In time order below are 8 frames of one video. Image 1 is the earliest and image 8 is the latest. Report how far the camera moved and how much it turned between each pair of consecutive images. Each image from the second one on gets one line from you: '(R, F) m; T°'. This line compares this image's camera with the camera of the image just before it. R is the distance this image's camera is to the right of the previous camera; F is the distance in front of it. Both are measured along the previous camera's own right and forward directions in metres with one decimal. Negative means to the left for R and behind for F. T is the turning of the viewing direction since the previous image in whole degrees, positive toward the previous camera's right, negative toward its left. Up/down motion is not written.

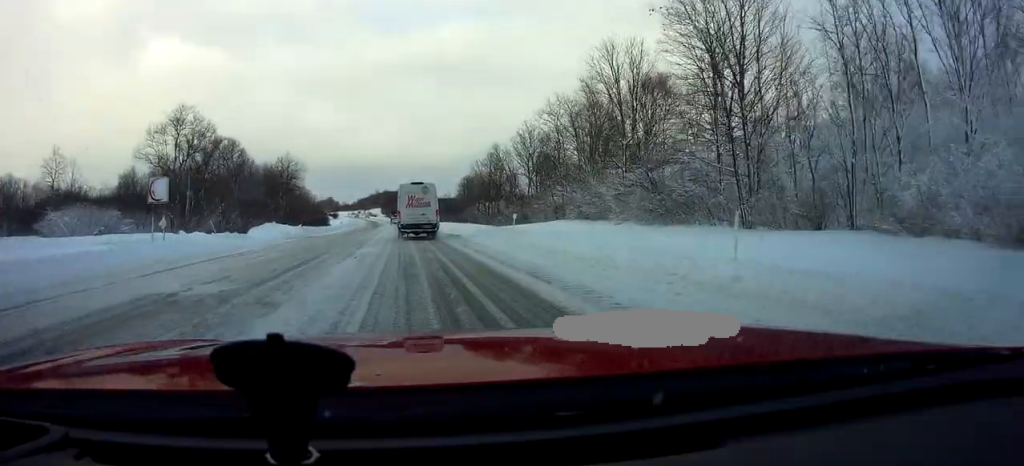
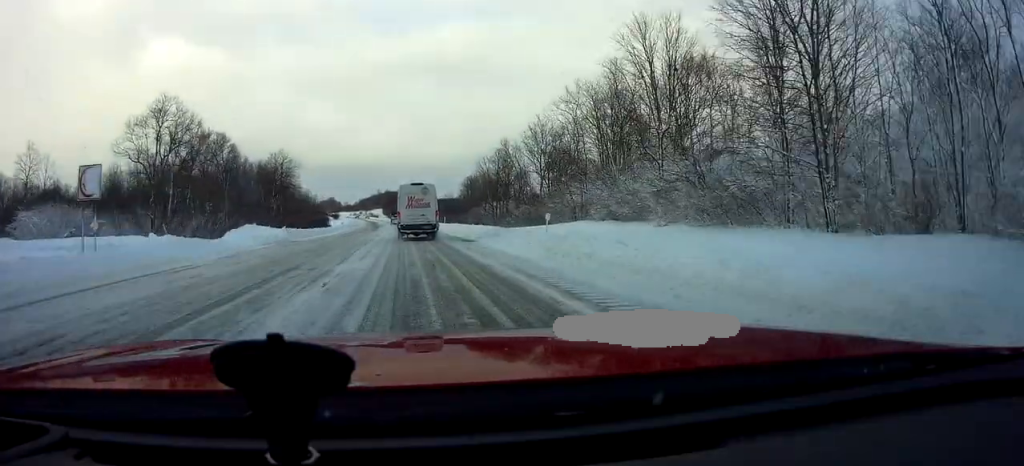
(0.0, +6.6) m; 0°
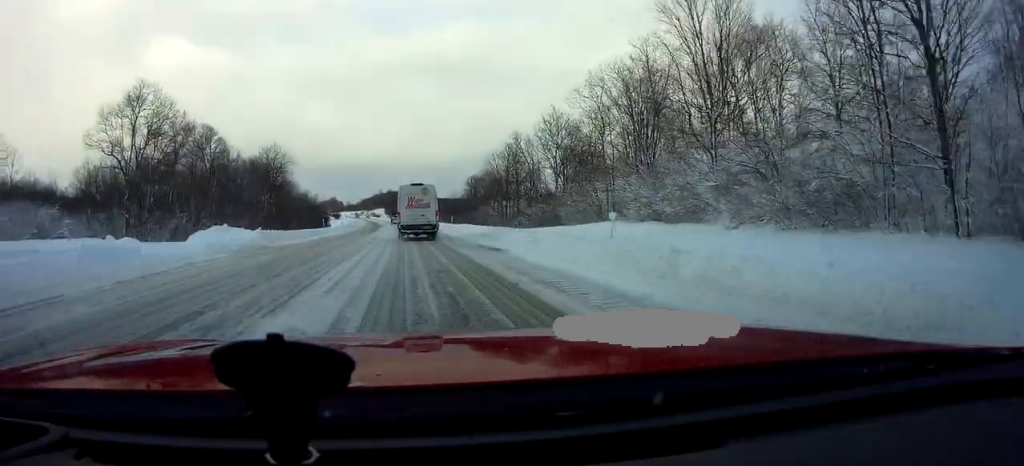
(0.0, +7.2) m; 0°
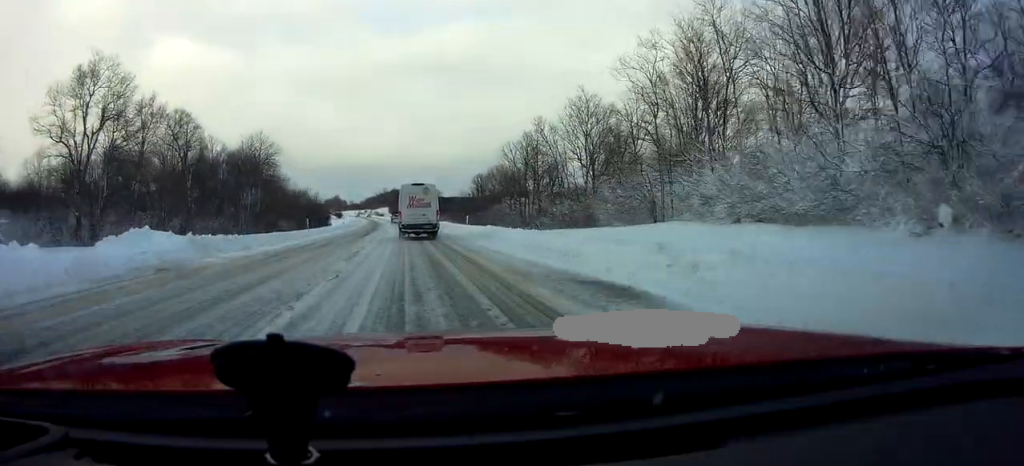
(+0.1, +11.2) m; -1°
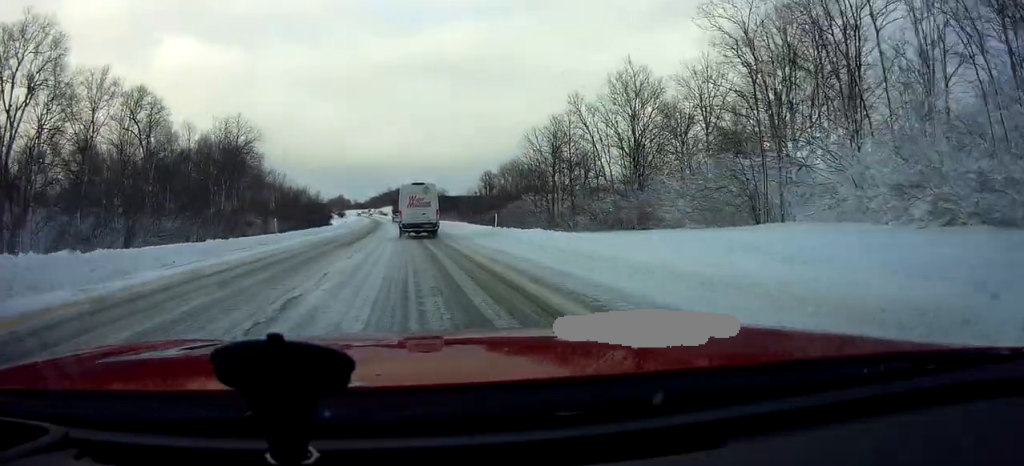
(-0.3, +12.9) m; 0°
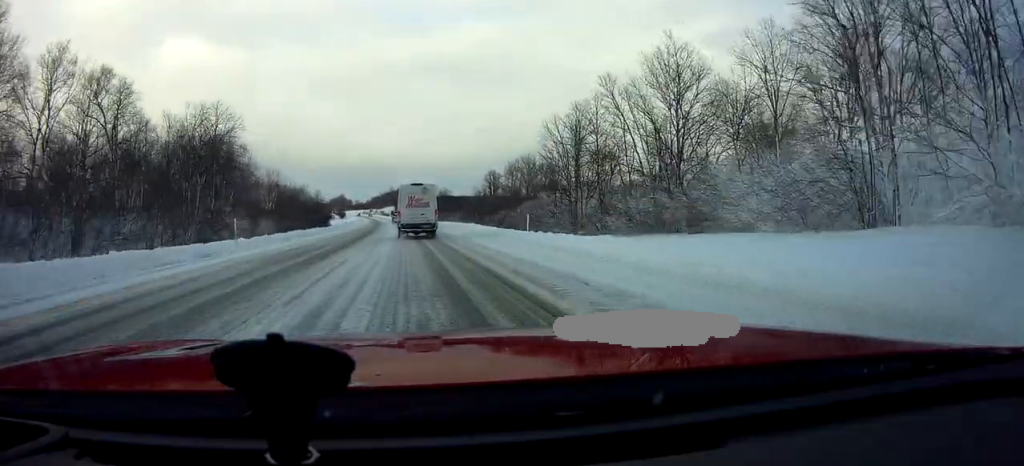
(-0.2, +8.4) m; 0°
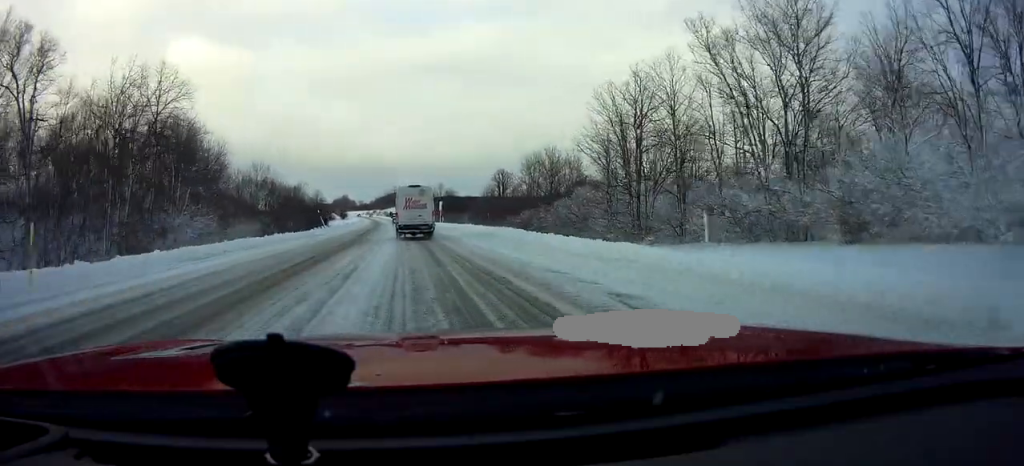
(+0.6, +15.0) m; -2°
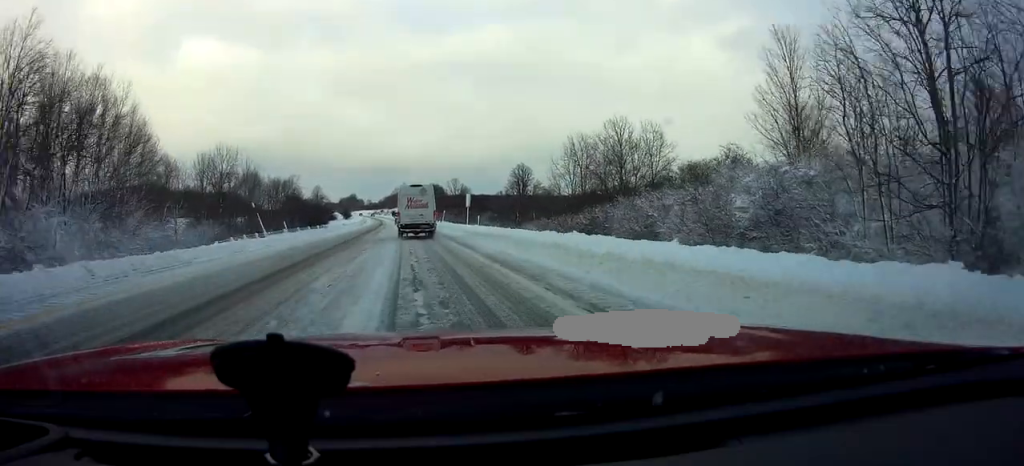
(-0.4, +28.1) m; +1°
